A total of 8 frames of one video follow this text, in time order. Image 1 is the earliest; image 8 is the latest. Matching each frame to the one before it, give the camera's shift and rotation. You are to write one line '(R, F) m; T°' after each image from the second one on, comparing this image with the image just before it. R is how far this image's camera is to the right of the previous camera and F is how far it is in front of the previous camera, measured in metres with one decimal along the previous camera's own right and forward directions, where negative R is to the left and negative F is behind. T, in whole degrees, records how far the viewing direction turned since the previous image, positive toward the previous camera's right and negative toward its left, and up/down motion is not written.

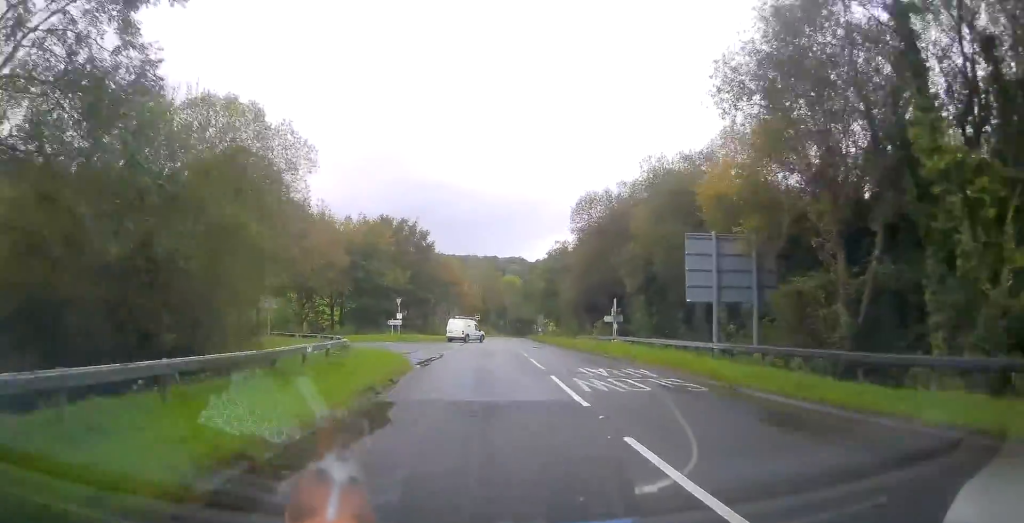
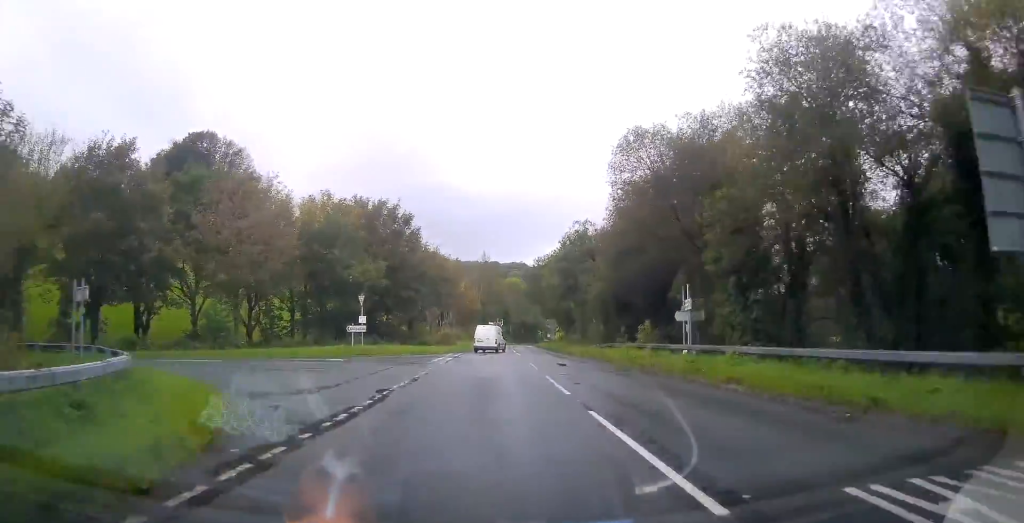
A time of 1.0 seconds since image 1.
(-0.2, +15.3) m; -1°
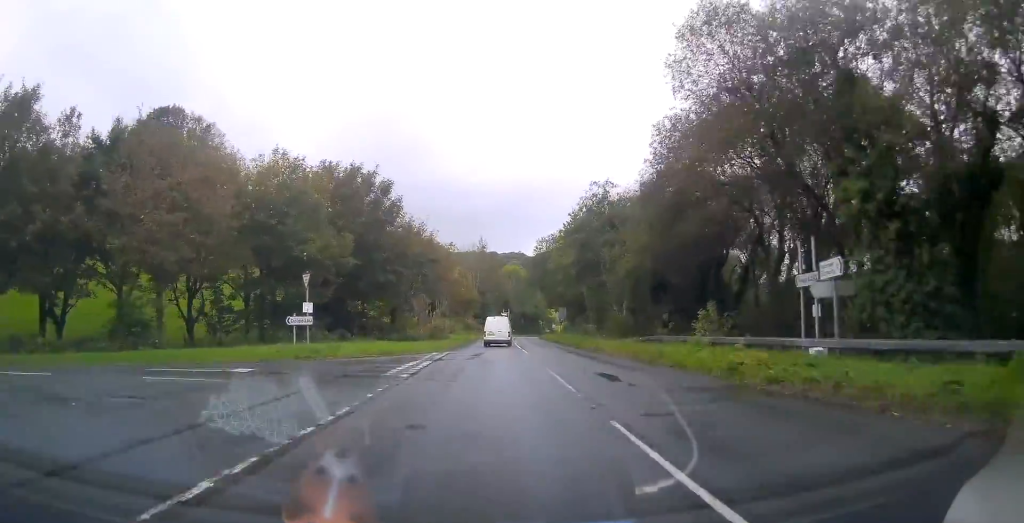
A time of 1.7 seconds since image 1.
(0.0, +10.9) m; +1°
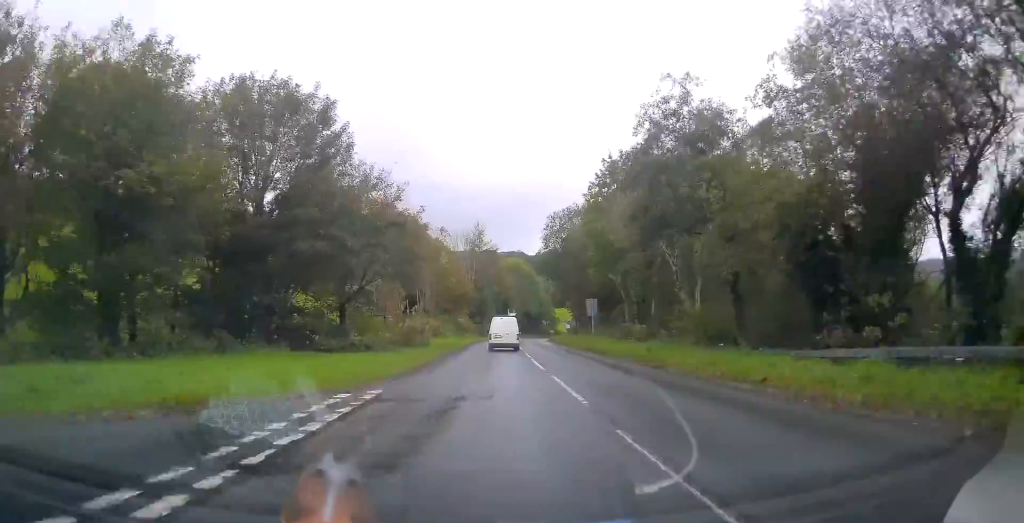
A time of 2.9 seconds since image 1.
(+0.3, +18.5) m; 0°
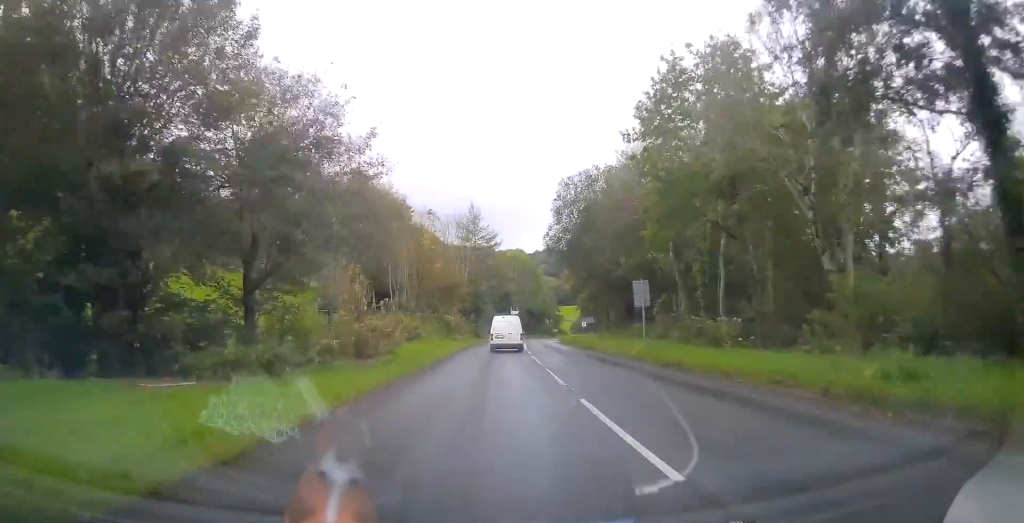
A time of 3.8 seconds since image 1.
(-0.3, +14.5) m; 0°
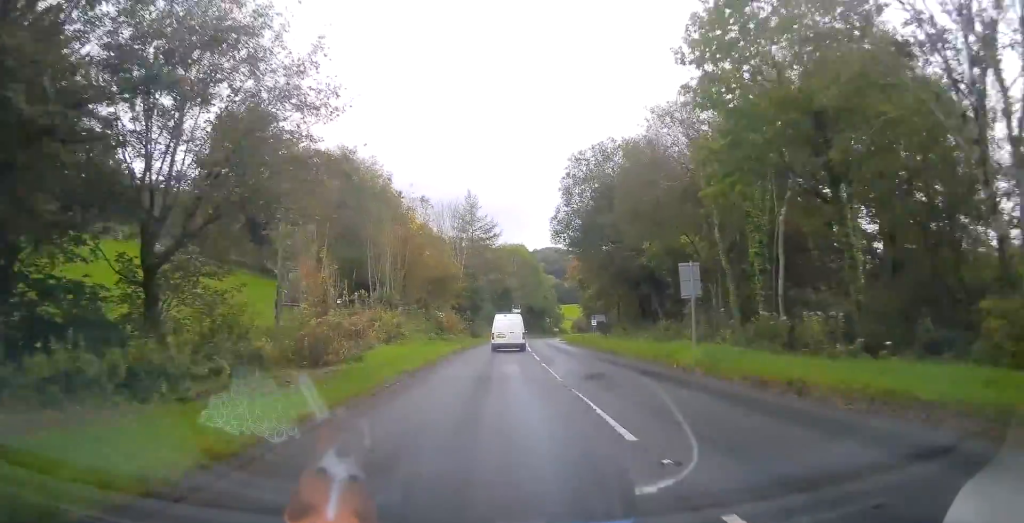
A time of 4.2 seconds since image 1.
(-0.4, +7.0) m; 0°
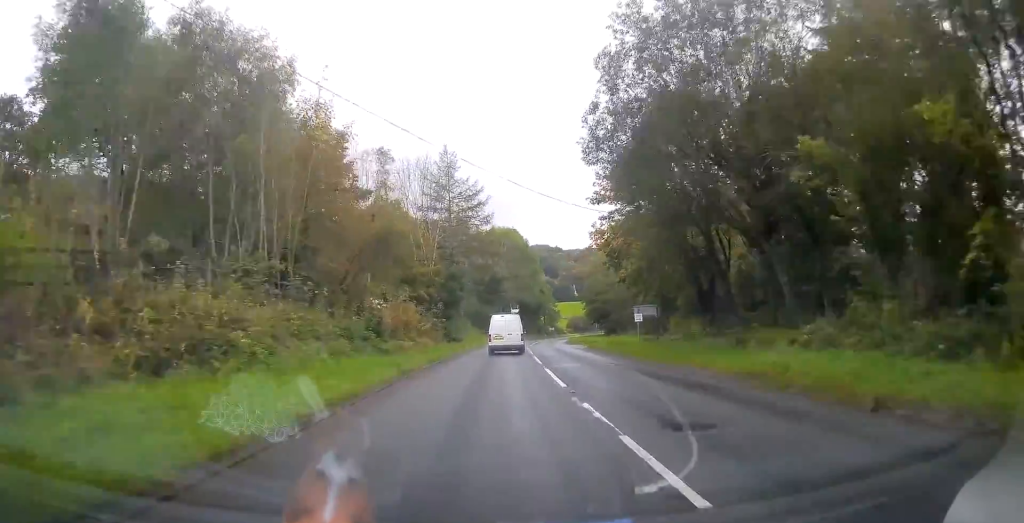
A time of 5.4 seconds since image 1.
(+0.9, +20.6) m; +2°
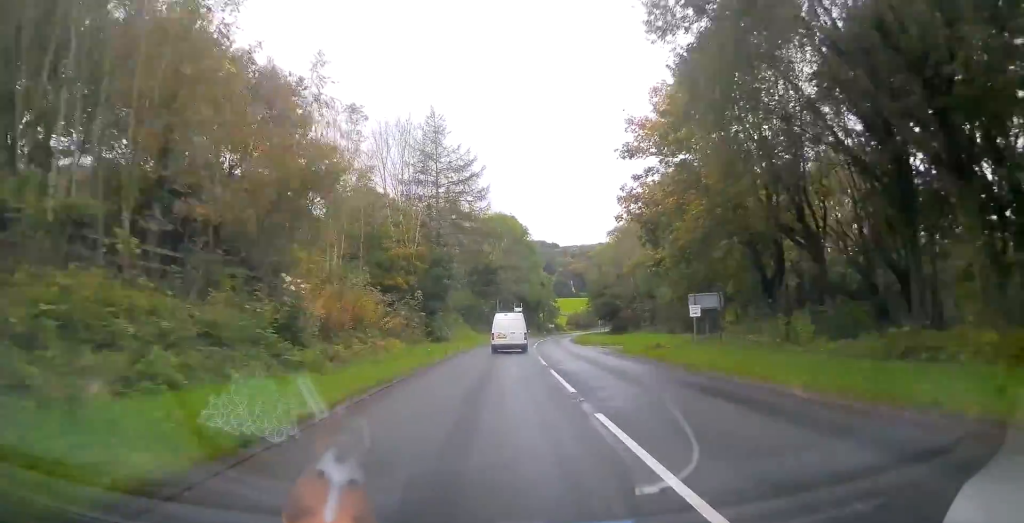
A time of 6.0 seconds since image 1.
(-0.2, +10.3) m; -1°
